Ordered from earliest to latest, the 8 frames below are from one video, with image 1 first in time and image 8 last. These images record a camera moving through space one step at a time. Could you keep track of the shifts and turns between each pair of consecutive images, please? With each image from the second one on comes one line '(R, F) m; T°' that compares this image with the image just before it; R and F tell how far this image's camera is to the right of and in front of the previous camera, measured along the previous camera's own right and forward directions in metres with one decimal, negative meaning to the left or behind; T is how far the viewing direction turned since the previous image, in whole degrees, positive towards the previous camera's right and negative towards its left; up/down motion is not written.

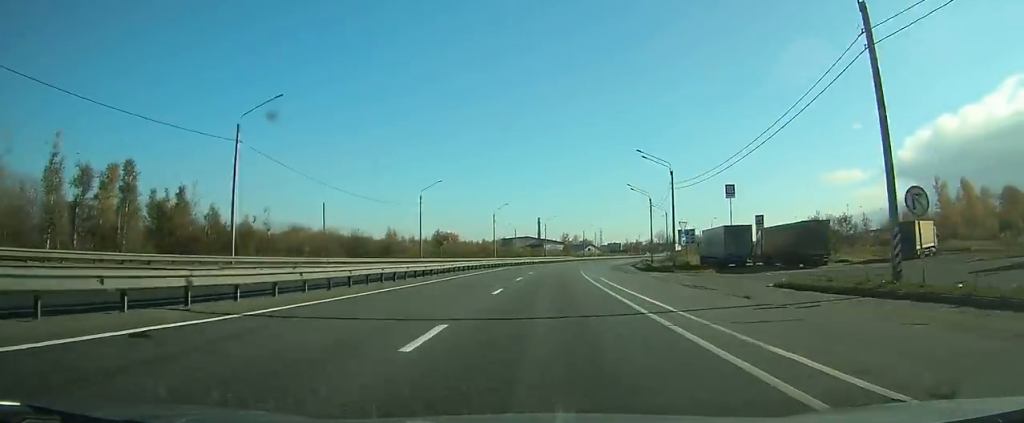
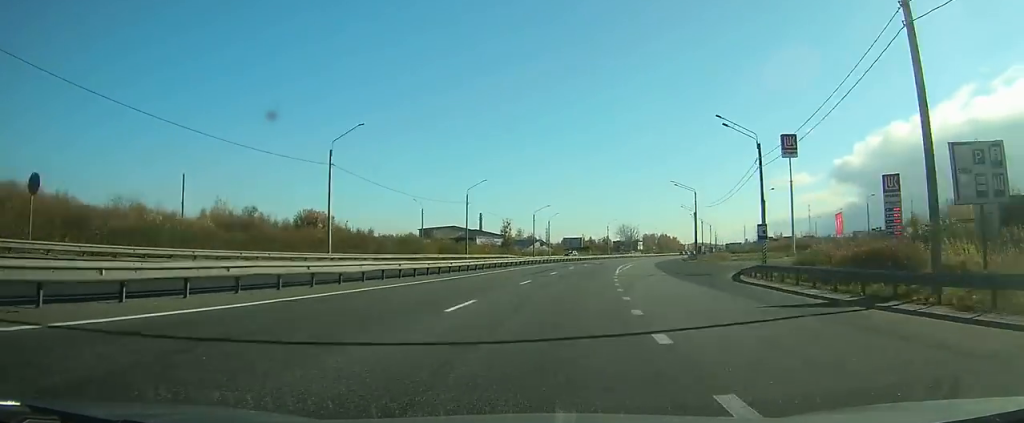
(+3.2, +67.6) m; +6°
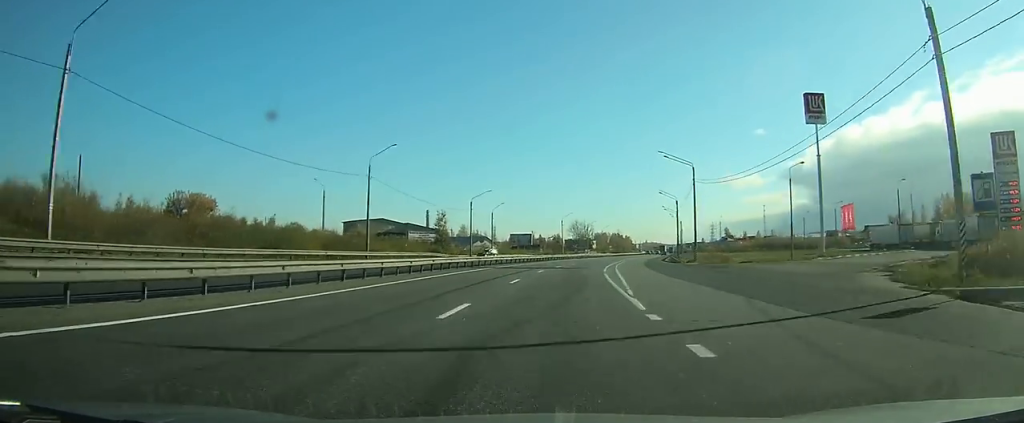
(+0.4, +26.2) m; +4°
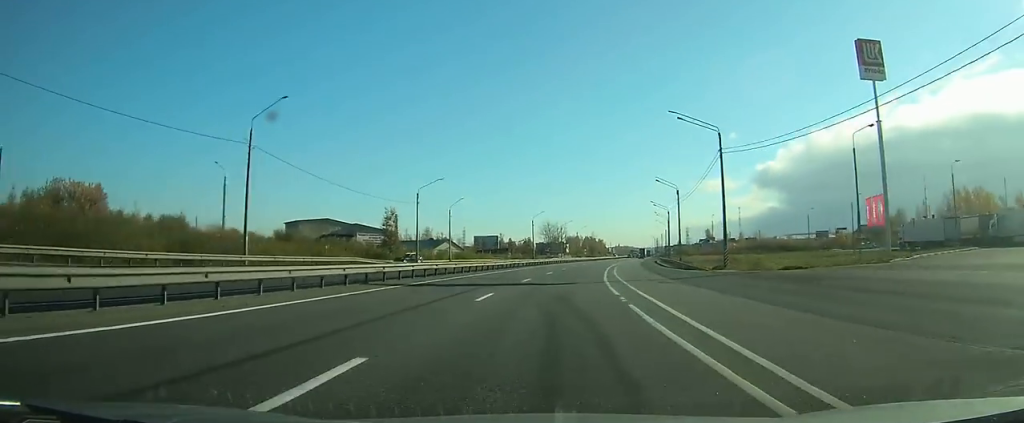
(+0.8, +19.1) m; +3°
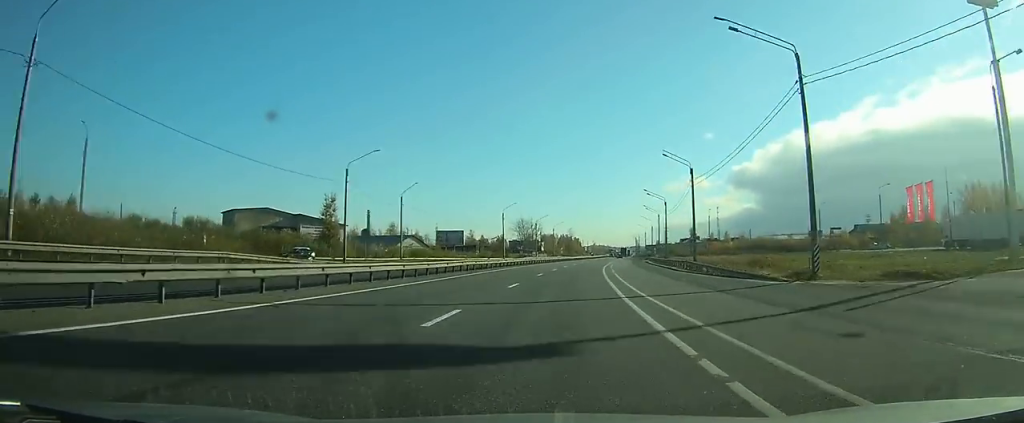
(+0.2, +17.7) m; +3°
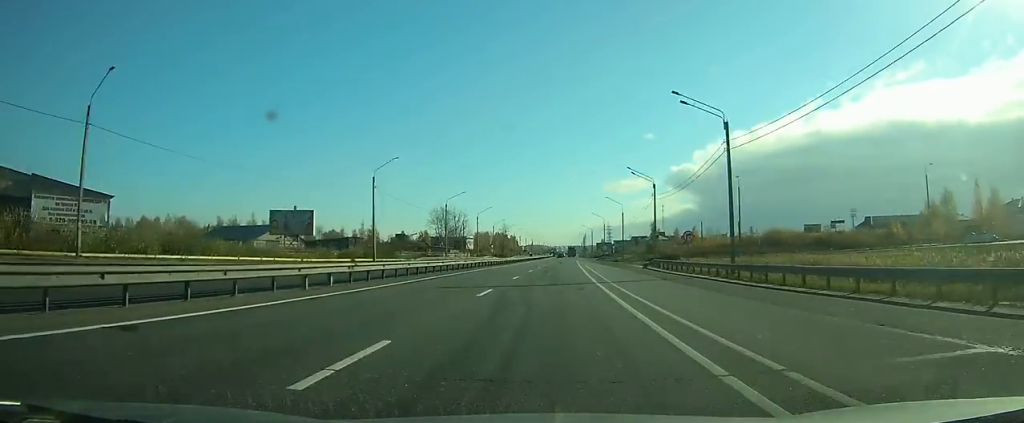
(+3.1, +50.5) m; +5°
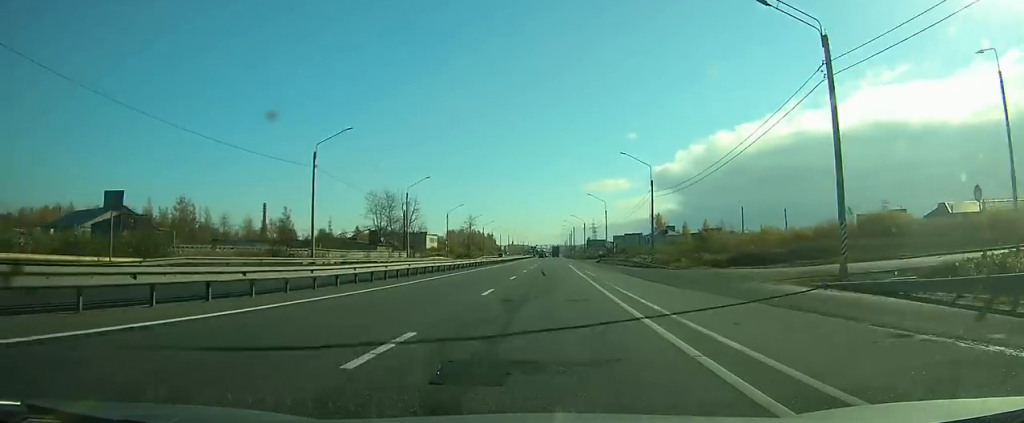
(+1.1, +46.6) m; +2°
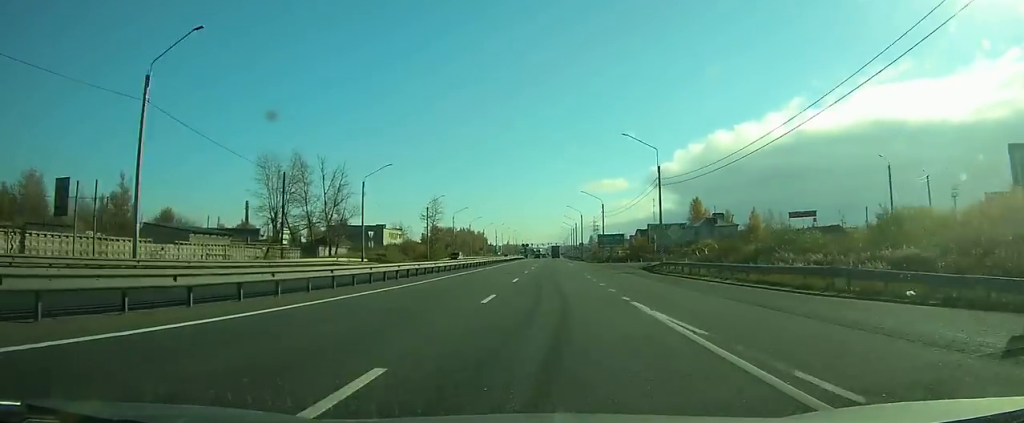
(+0.5, +51.3) m; +1°
